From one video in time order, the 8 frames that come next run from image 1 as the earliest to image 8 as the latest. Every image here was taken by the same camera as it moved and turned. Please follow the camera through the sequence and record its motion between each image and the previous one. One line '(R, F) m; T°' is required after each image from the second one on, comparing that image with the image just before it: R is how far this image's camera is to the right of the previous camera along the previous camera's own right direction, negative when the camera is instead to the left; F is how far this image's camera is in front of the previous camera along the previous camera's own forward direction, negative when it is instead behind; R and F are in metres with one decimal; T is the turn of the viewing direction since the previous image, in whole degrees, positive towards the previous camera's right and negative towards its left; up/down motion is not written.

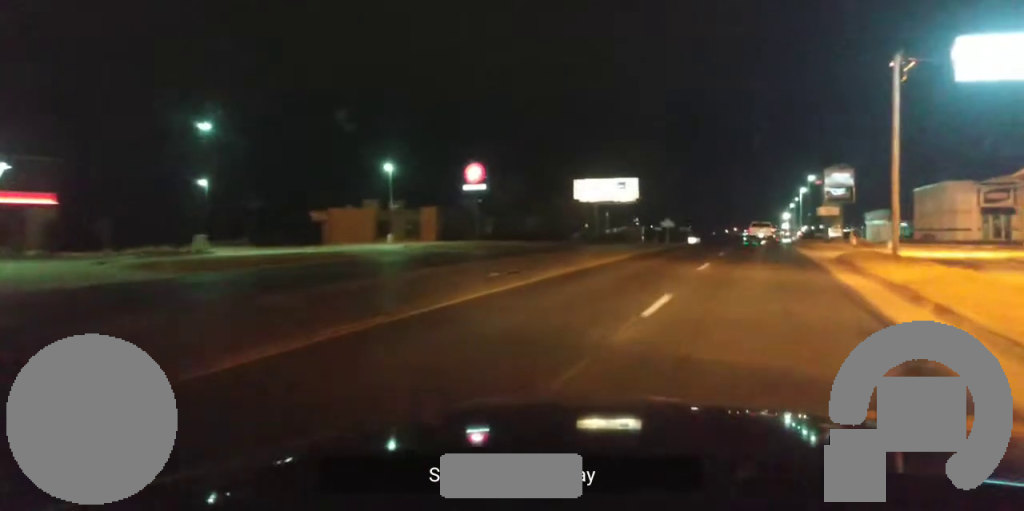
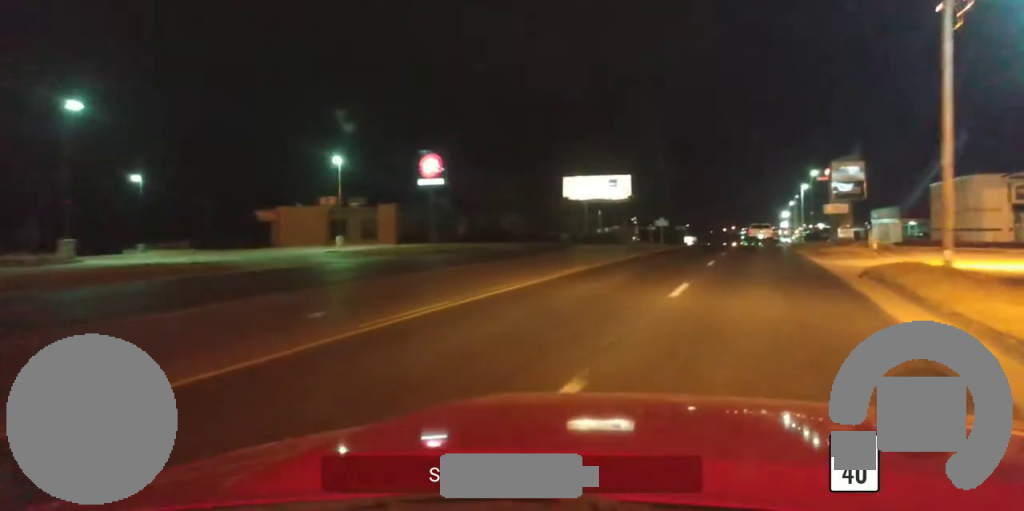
(-0.5, +8.8) m; +1°
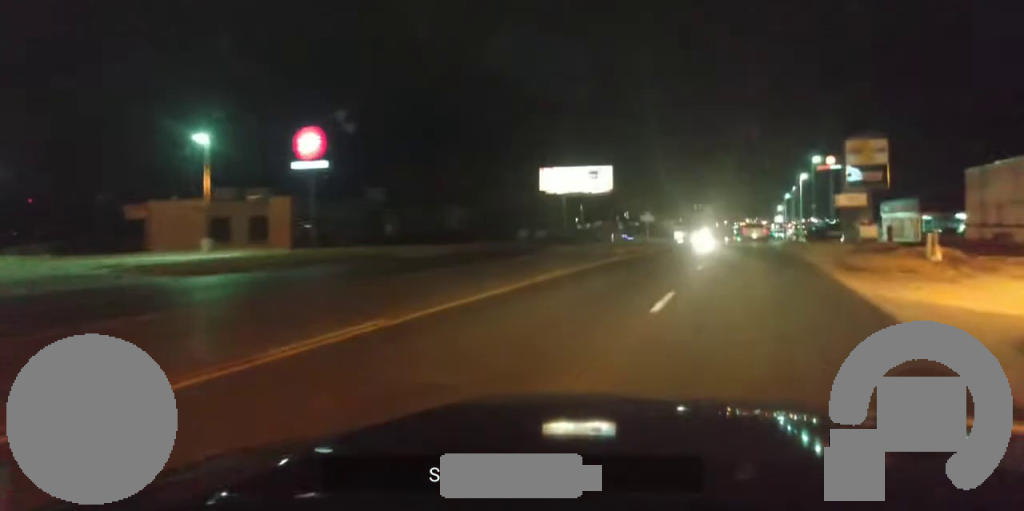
(+0.8, +14.5) m; +2°
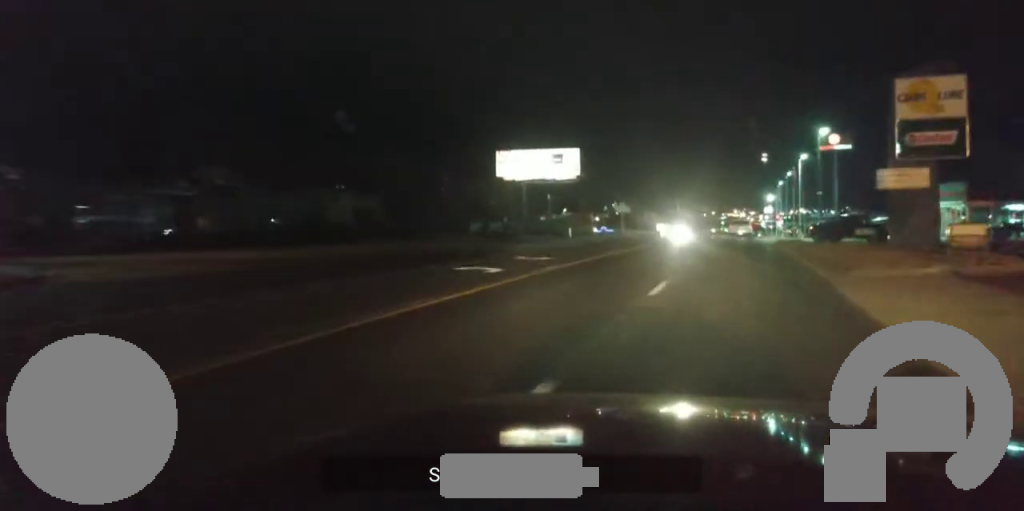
(-0.4, +21.1) m; -3°
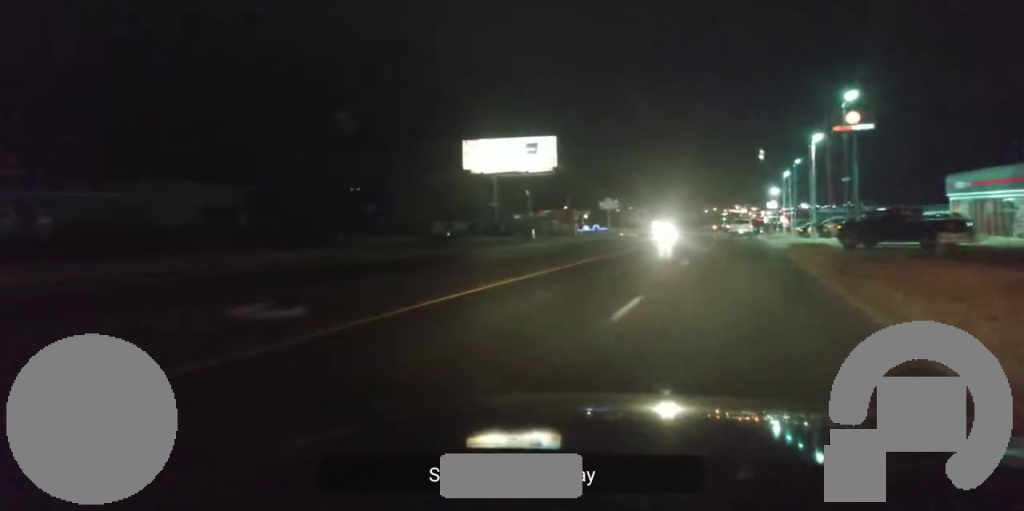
(-0.2, +17.1) m; 0°
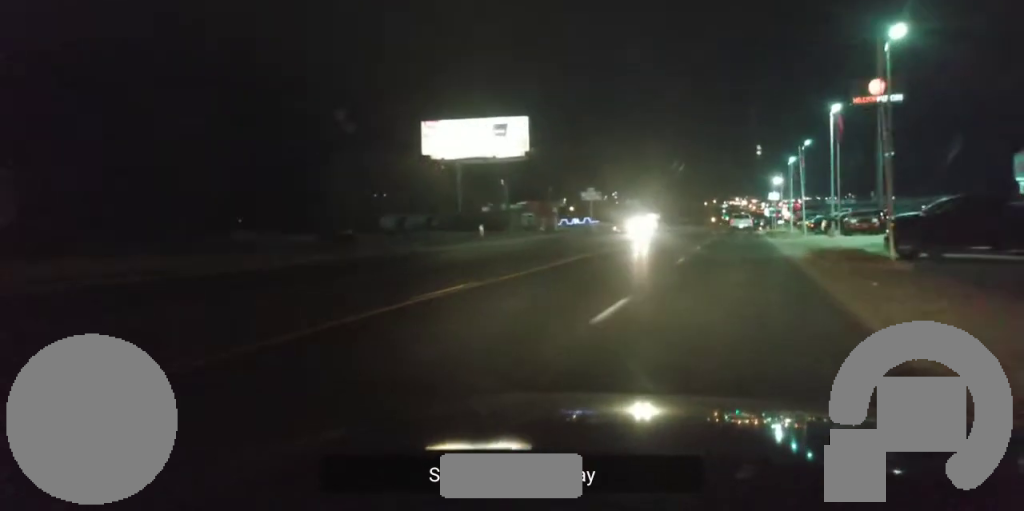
(+0.2, +15.2) m; +1°
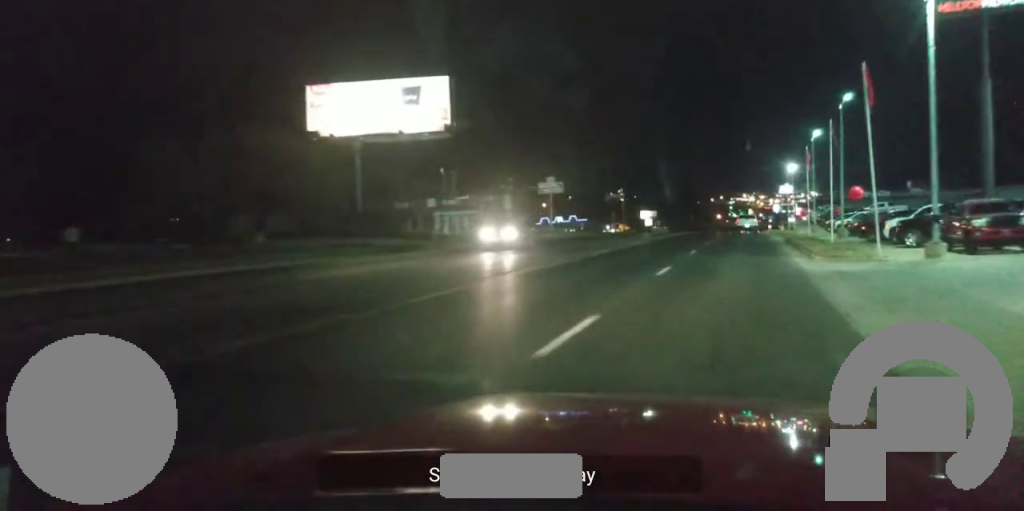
(-0.2, +29.4) m; -2°
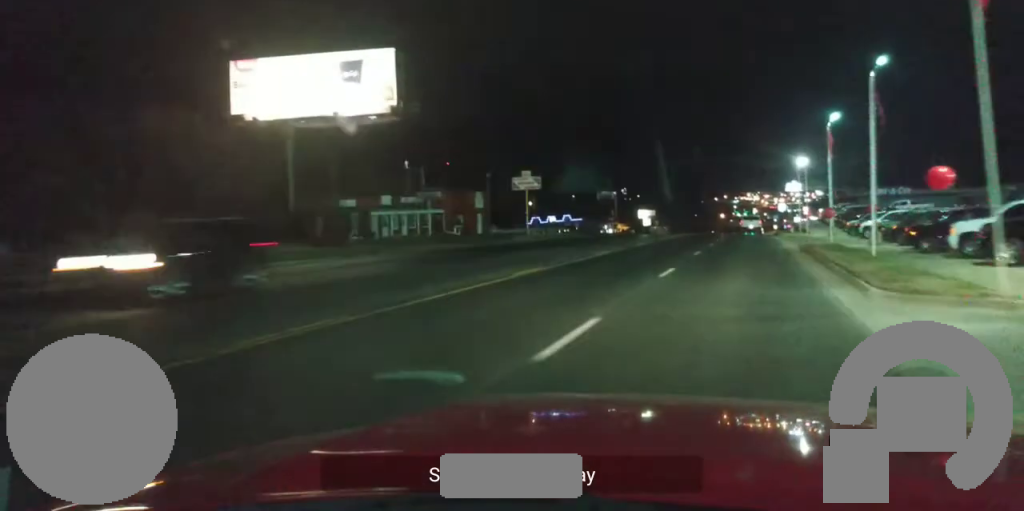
(-0.1, +12.2) m; 0°
